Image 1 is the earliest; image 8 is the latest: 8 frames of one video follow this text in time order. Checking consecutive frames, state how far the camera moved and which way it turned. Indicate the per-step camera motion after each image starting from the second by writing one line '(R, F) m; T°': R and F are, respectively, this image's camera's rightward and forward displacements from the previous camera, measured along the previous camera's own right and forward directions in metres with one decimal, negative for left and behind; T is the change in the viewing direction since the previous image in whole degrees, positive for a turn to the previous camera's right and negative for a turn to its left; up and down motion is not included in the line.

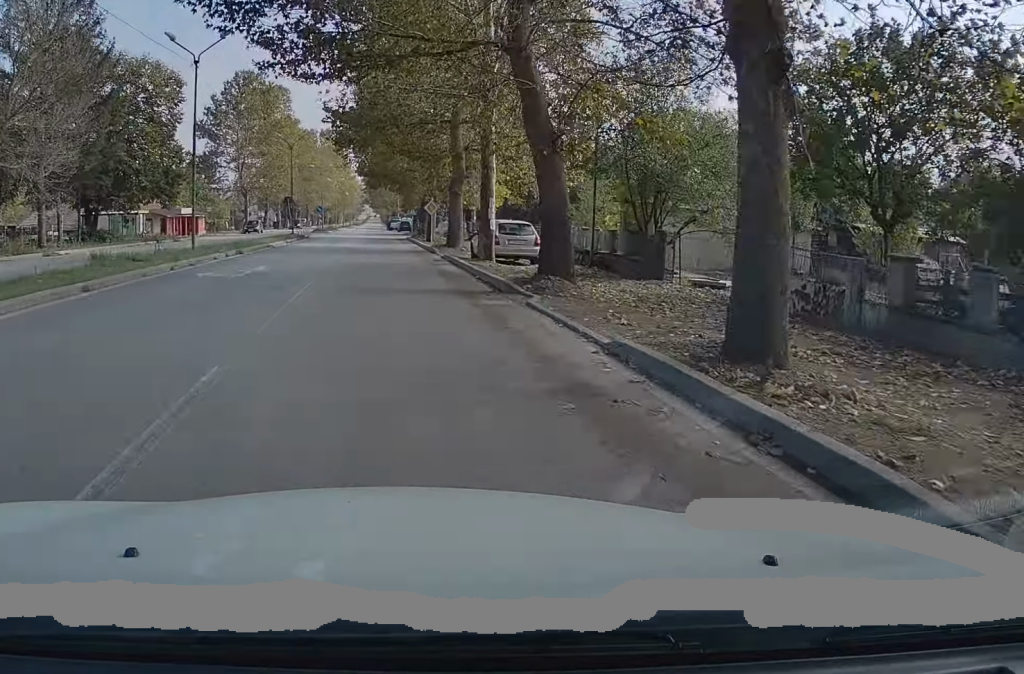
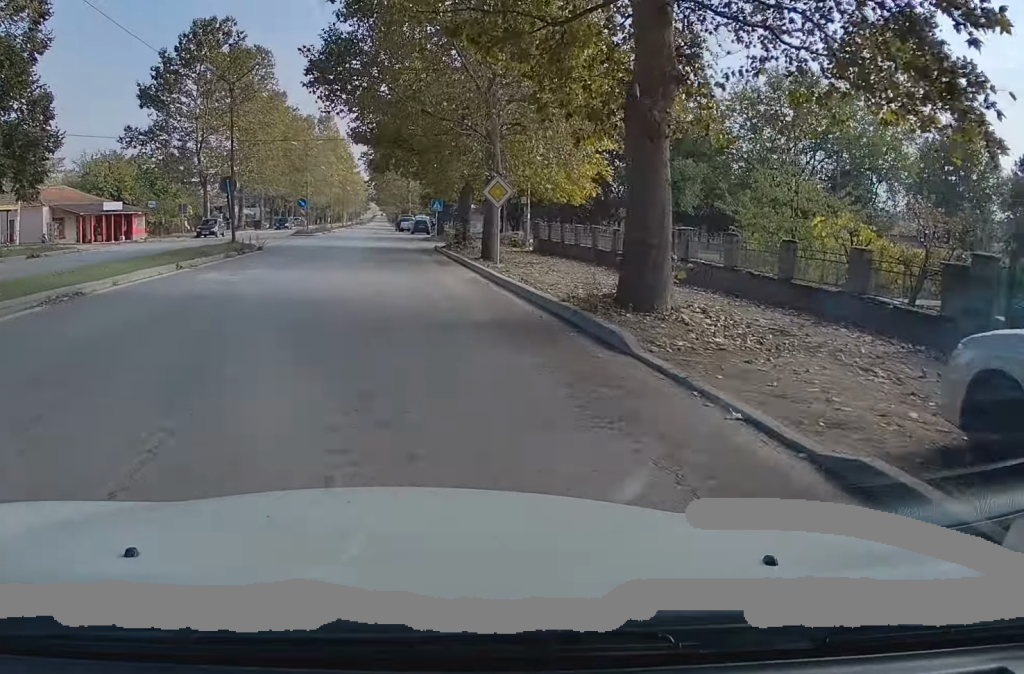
(+0.4, +25.7) m; +1°
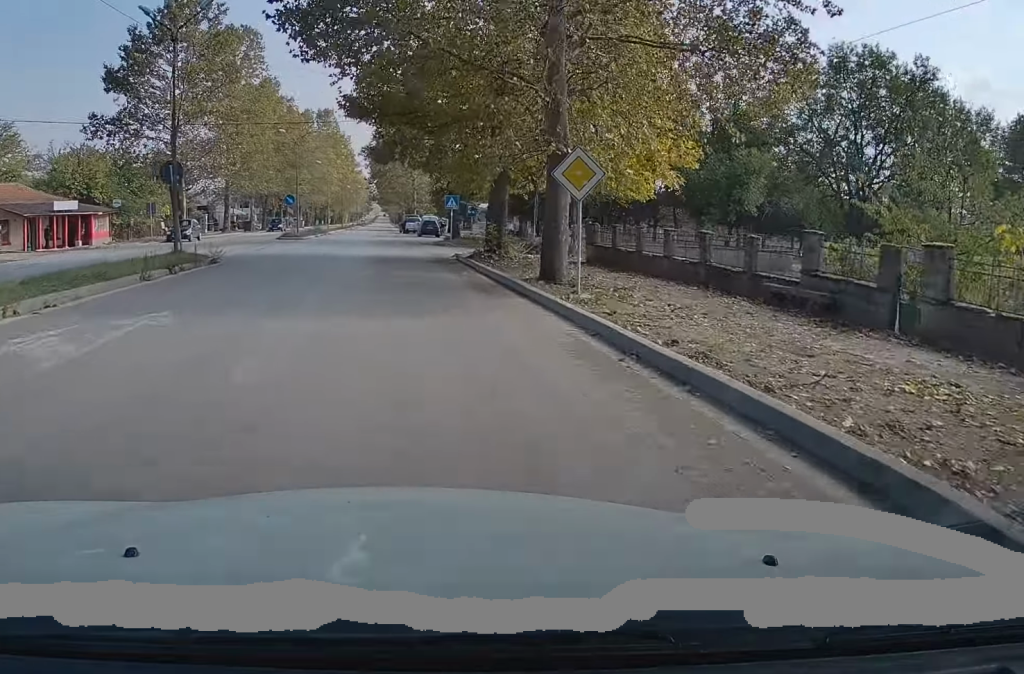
(0.0, +9.8) m; -1°
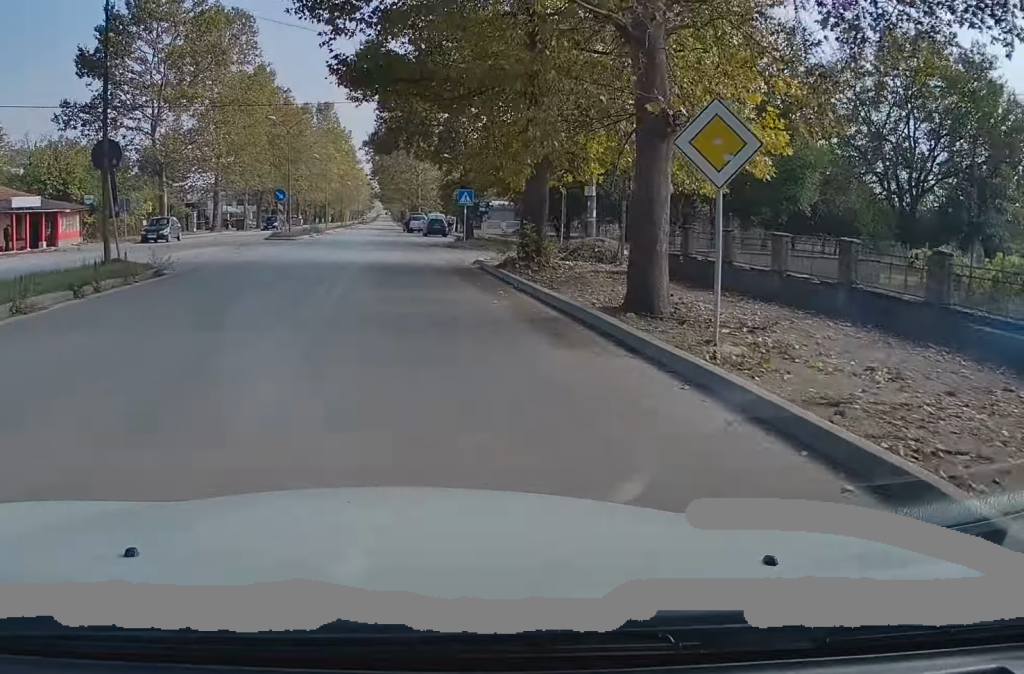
(-0.2, +6.2) m; 0°
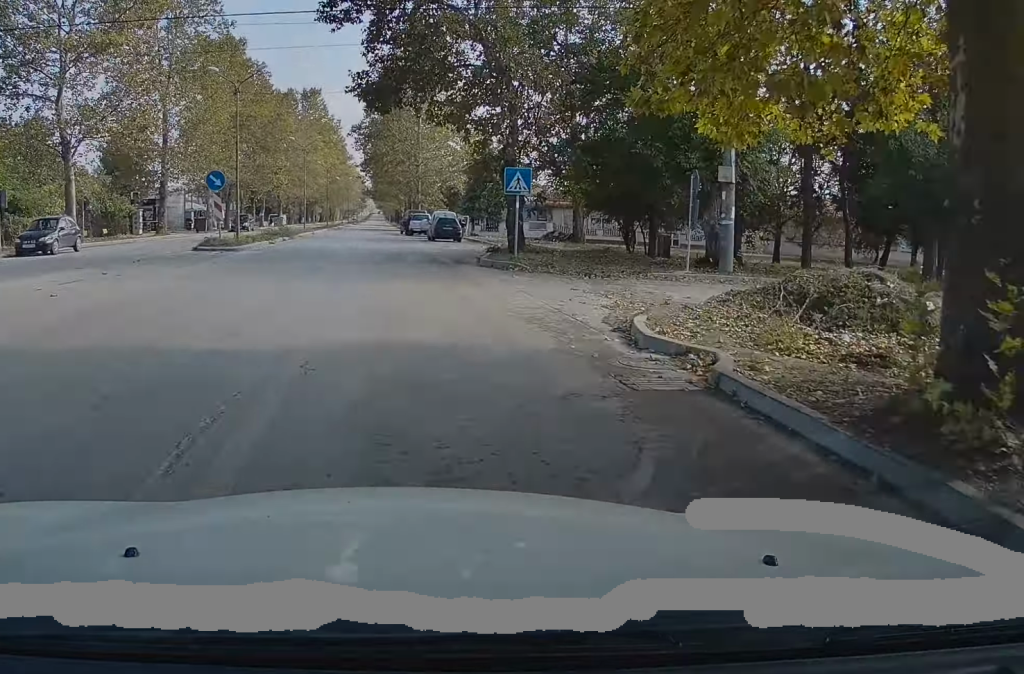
(+0.4, +16.2) m; +1°
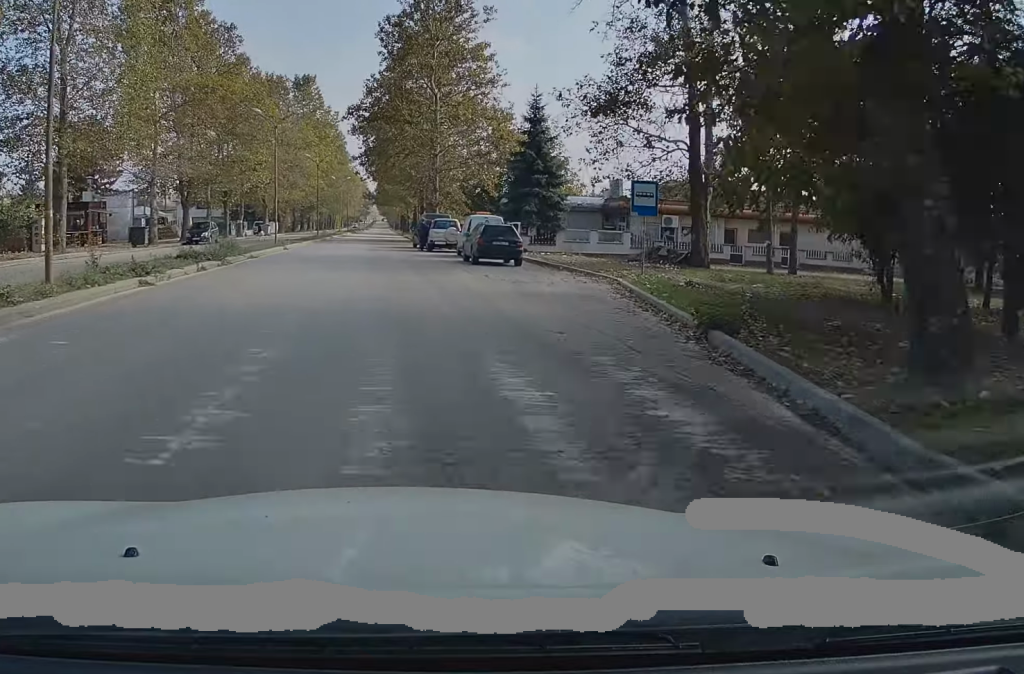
(-0.3, +19.6) m; 0°
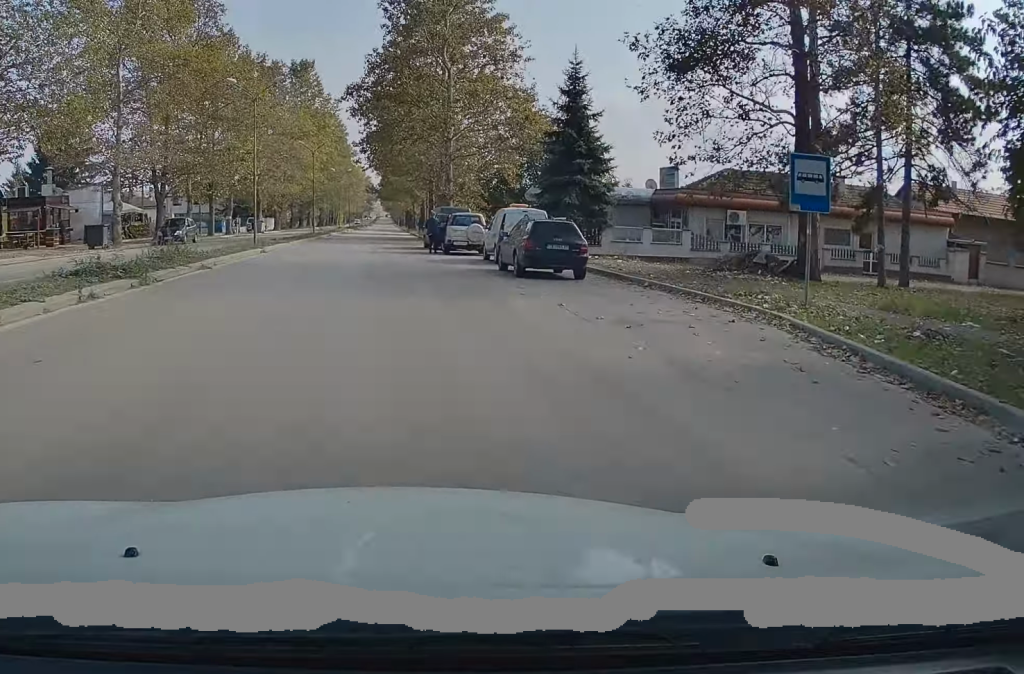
(+0.1, +8.6) m; 0°
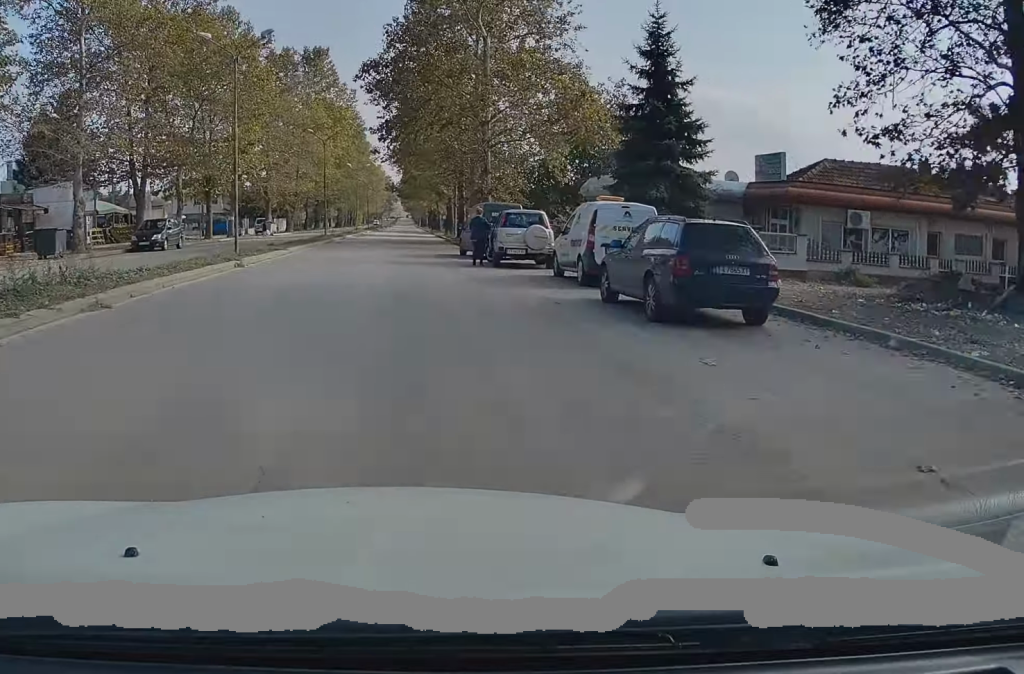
(-0.2, +9.1) m; -1°
